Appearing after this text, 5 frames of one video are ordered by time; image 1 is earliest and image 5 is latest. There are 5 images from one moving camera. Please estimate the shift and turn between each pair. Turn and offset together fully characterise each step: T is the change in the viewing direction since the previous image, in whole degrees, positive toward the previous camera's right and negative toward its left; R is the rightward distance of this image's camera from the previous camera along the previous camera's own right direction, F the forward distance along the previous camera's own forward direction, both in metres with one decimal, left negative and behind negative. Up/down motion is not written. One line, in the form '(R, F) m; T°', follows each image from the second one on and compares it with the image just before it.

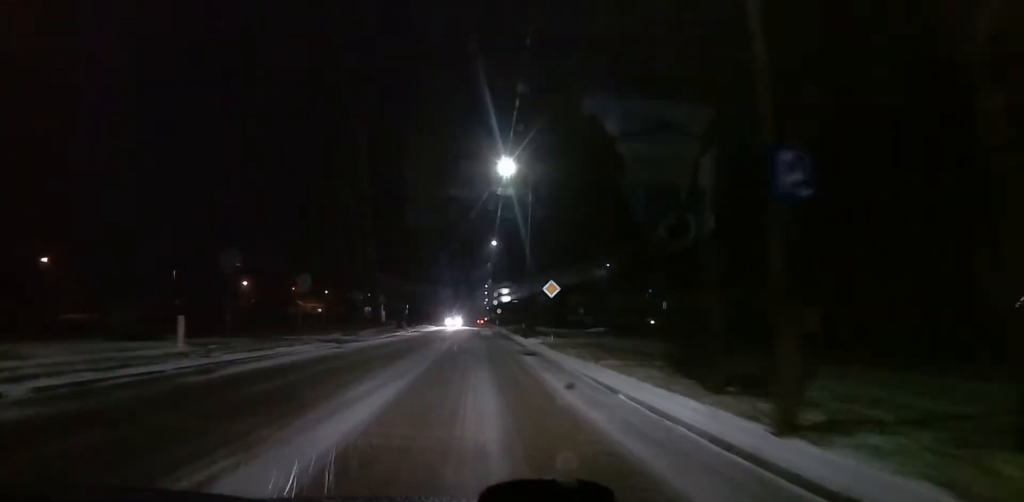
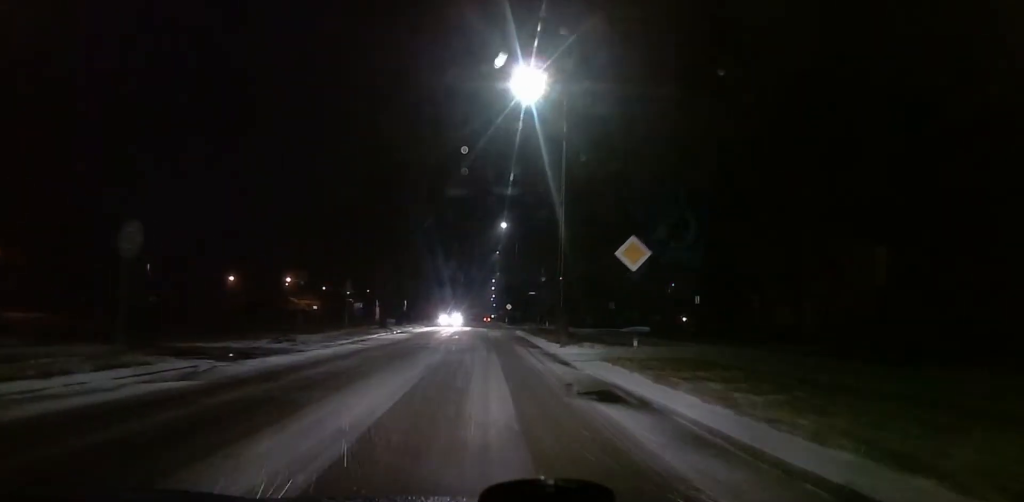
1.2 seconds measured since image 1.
(+0.1, +14.0) m; +2°
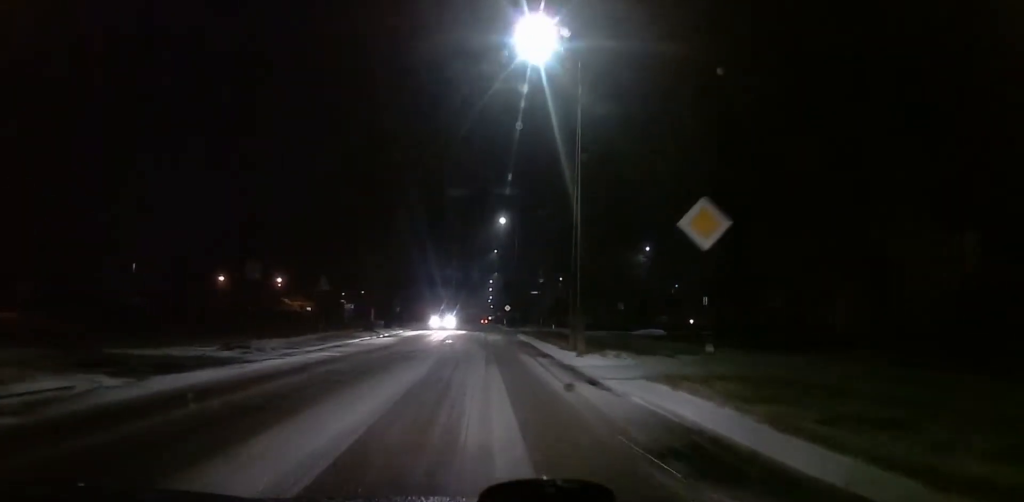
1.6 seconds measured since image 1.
(+0.1, +4.9) m; +1°
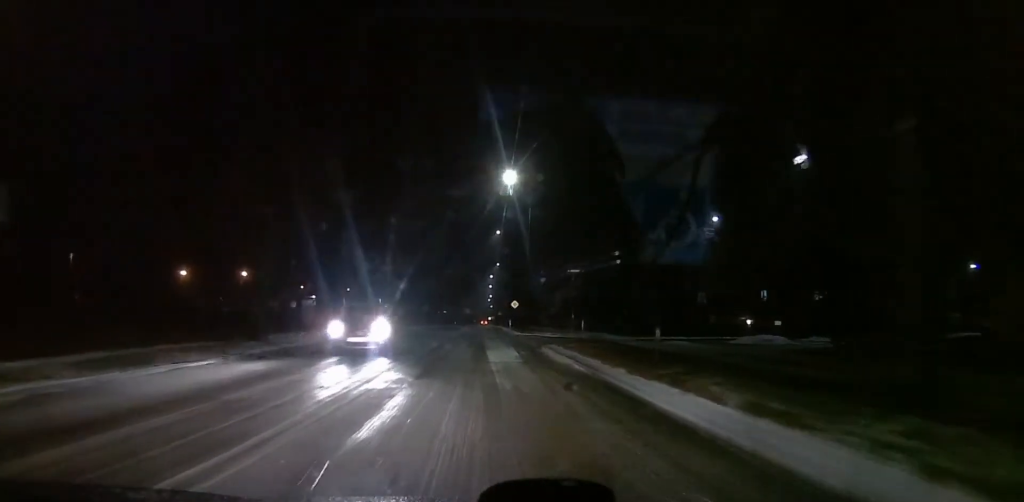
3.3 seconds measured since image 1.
(0.0, +22.1) m; 0°
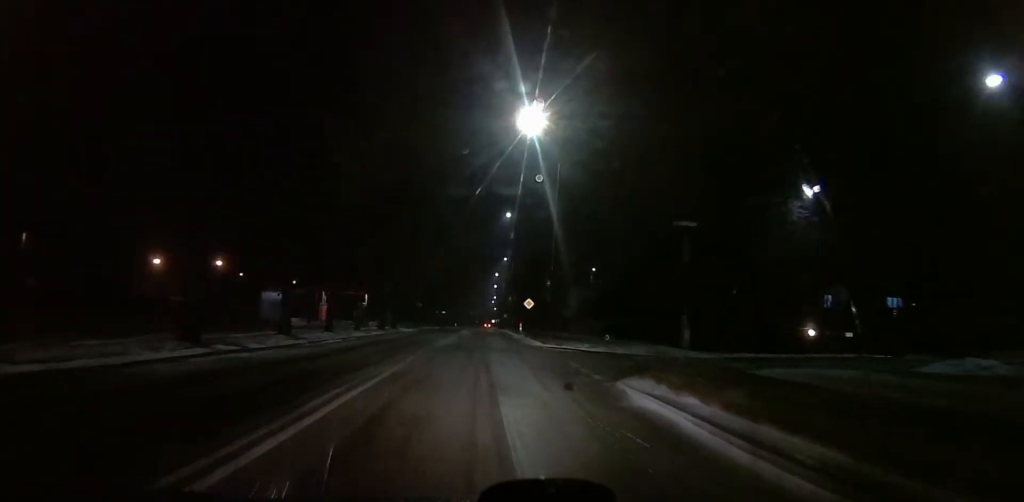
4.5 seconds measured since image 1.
(0.0, +14.3) m; -2°
